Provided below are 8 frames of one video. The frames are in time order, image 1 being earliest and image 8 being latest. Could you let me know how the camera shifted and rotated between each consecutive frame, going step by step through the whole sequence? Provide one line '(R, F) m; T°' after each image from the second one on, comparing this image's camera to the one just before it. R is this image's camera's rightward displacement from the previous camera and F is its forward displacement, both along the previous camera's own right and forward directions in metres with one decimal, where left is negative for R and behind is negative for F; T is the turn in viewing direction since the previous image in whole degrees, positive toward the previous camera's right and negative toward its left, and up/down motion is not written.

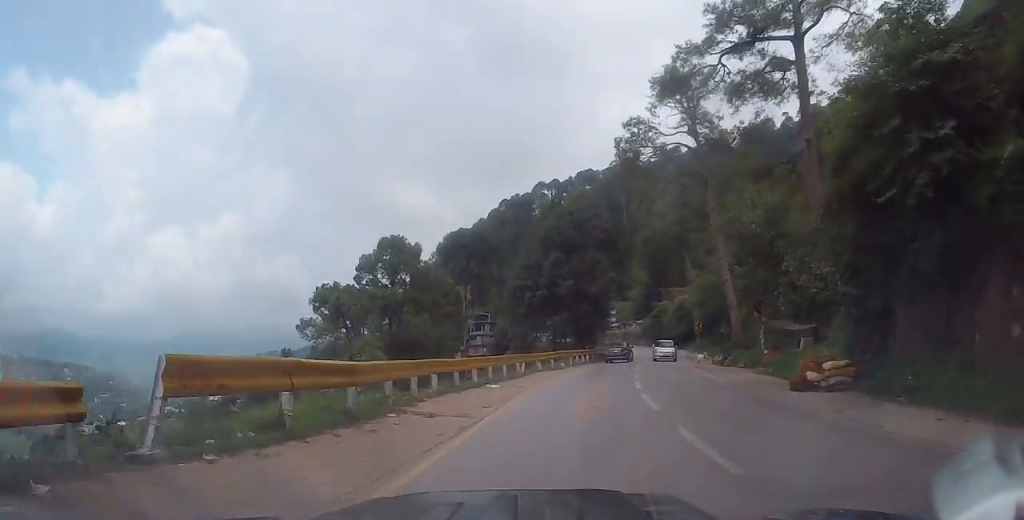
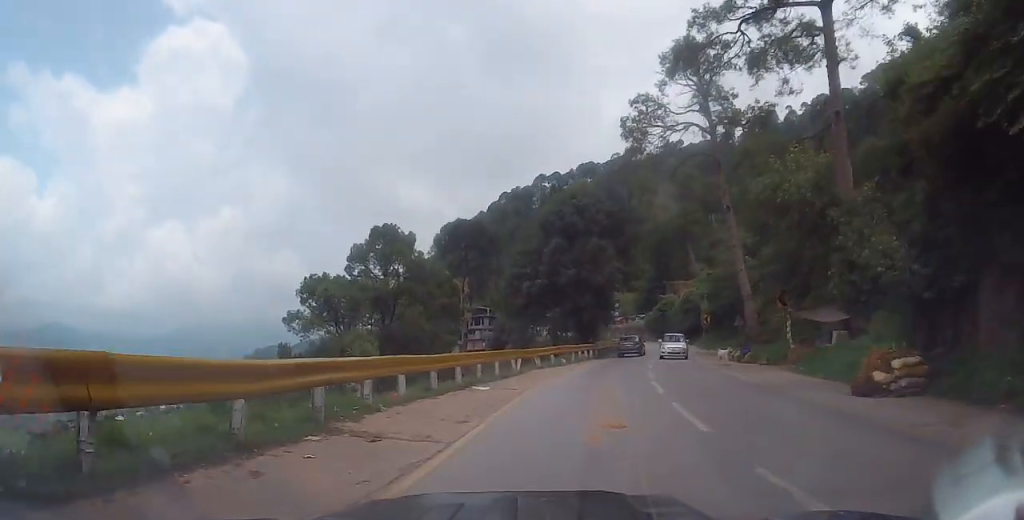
(+0.1, +3.8) m; 0°
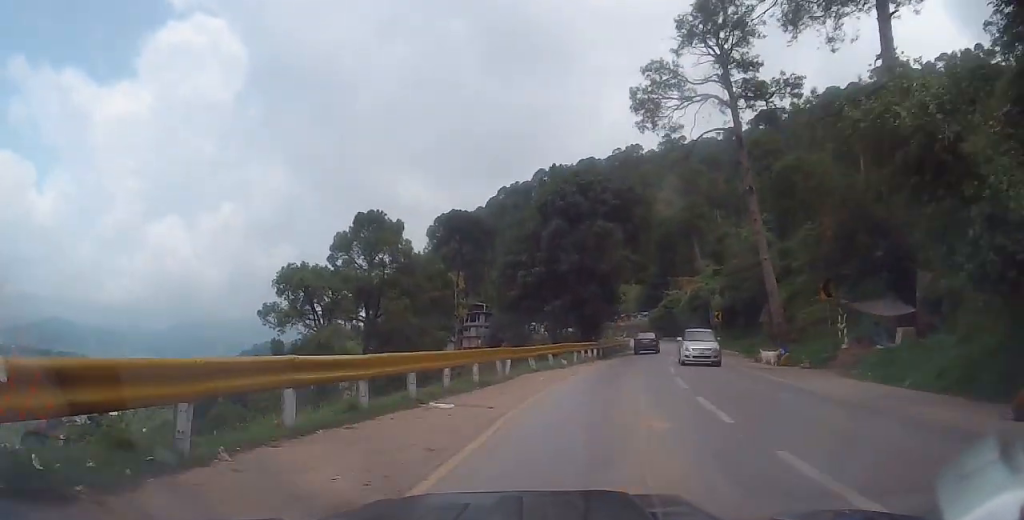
(+0.2, +5.5) m; 0°
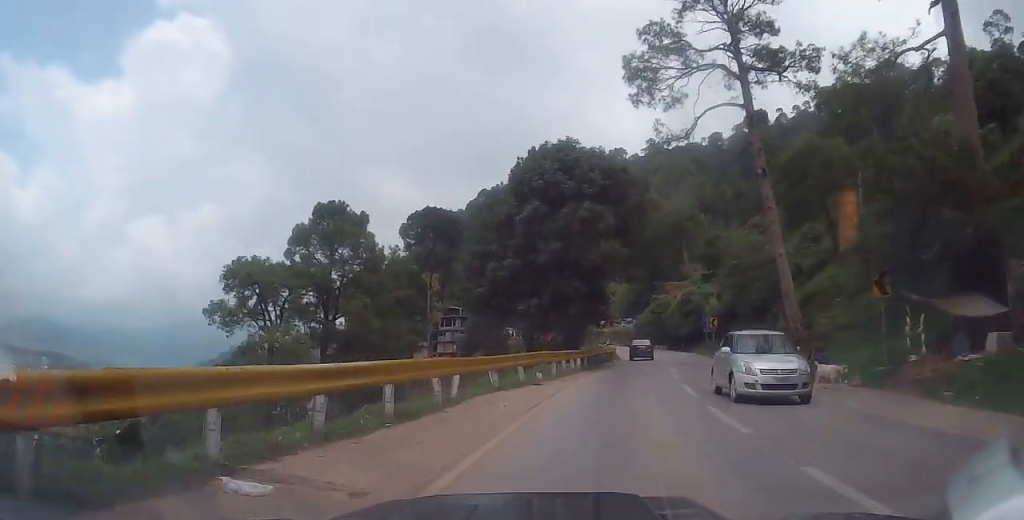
(-0.2, +6.4) m; +2°
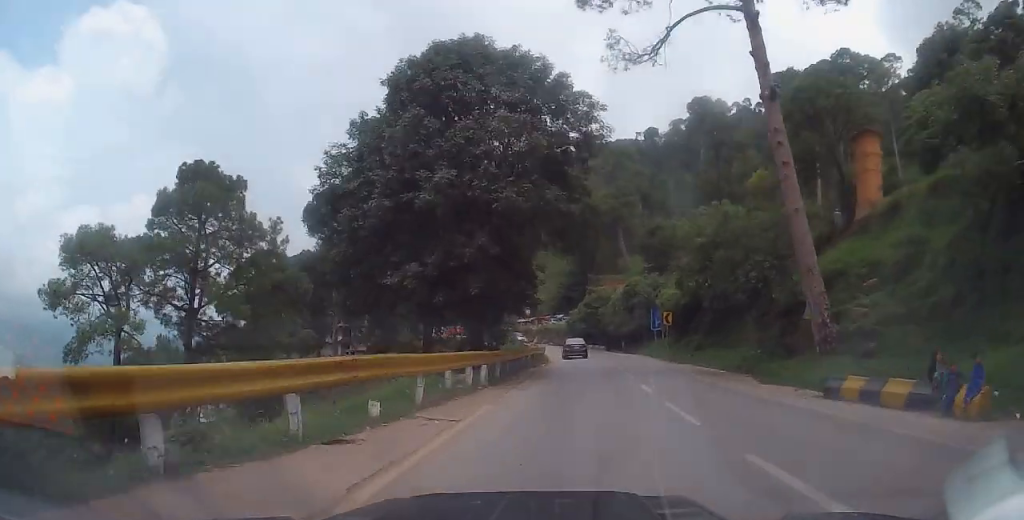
(+0.7, +12.0) m; +7°
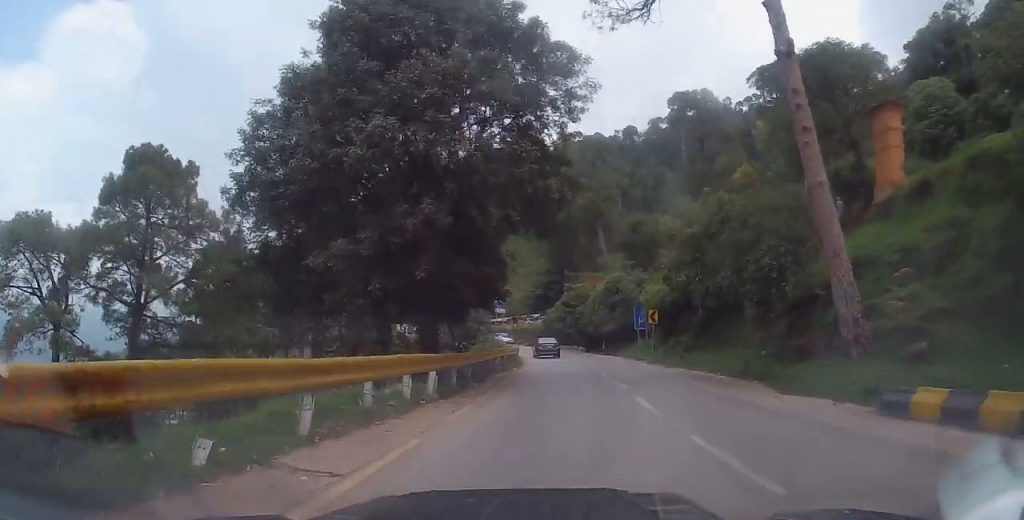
(+0.1, +4.1) m; 0°
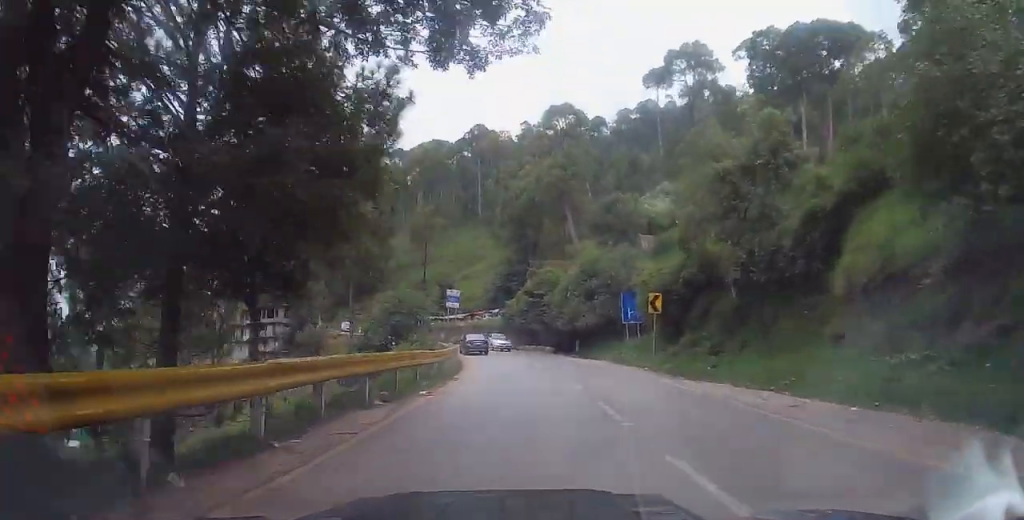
(-0.1, +14.3) m; -2°
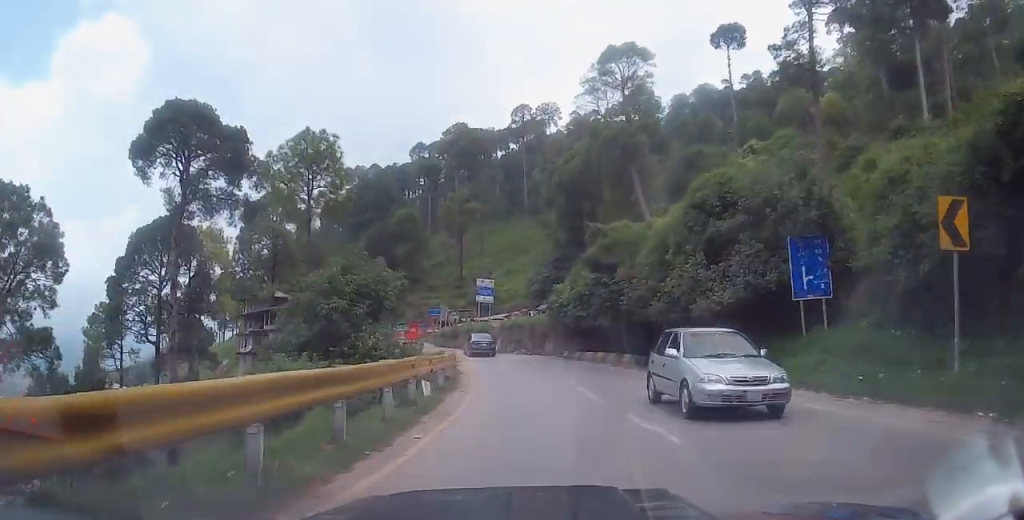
(-0.9, +20.3) m; -5°
